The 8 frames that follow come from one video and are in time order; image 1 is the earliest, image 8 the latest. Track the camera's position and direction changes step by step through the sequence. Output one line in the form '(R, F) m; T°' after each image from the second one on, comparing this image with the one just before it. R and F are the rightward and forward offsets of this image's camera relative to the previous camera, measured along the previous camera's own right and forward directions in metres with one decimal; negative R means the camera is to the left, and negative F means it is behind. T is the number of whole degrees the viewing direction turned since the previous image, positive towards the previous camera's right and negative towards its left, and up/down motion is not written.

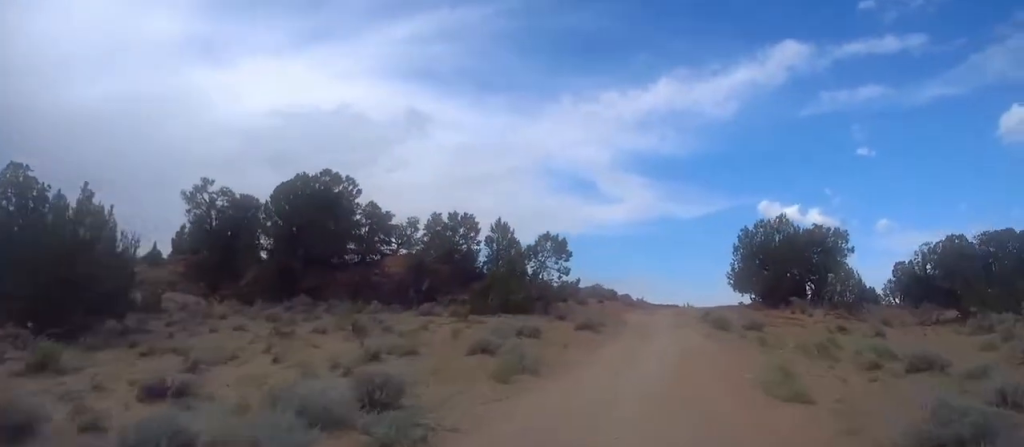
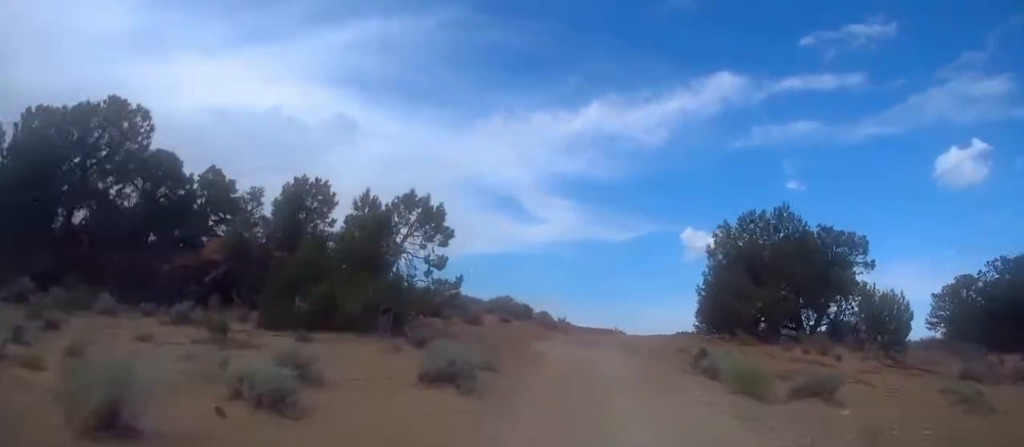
(+0.1, +16.4) m; +1°
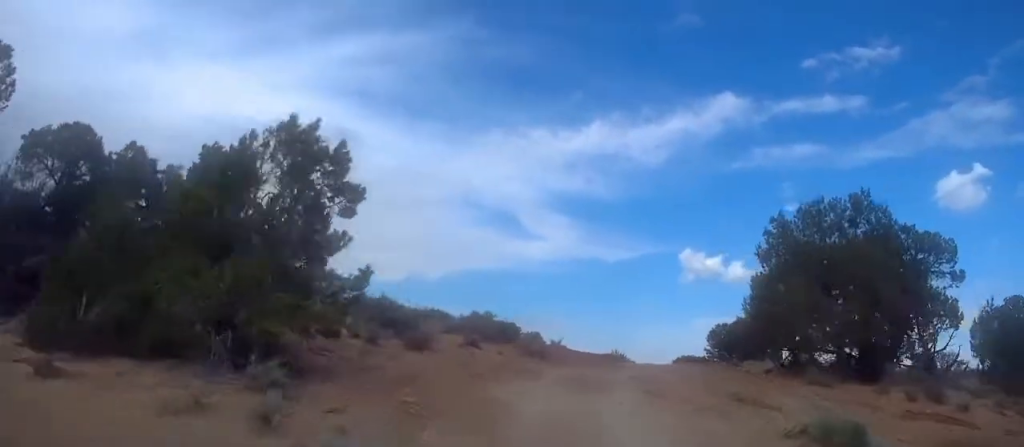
(0.0, +9.0) m; +3°
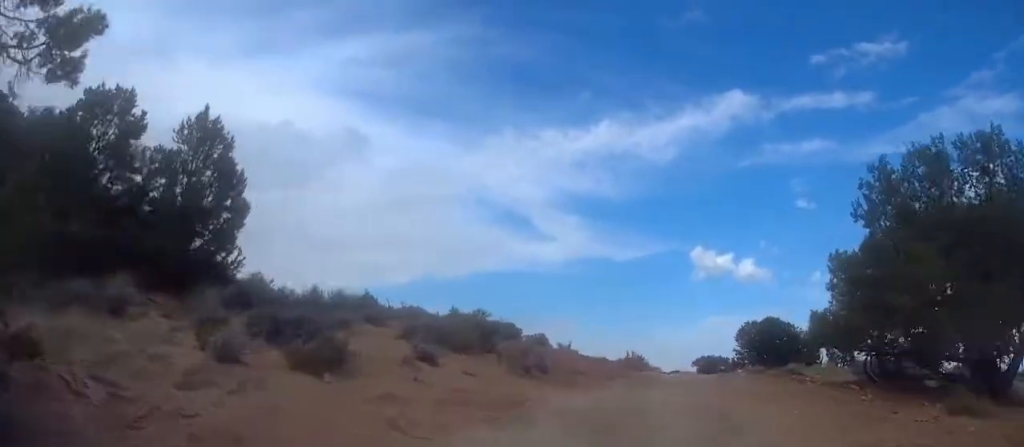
(+0.3, +7.8) m; +3°
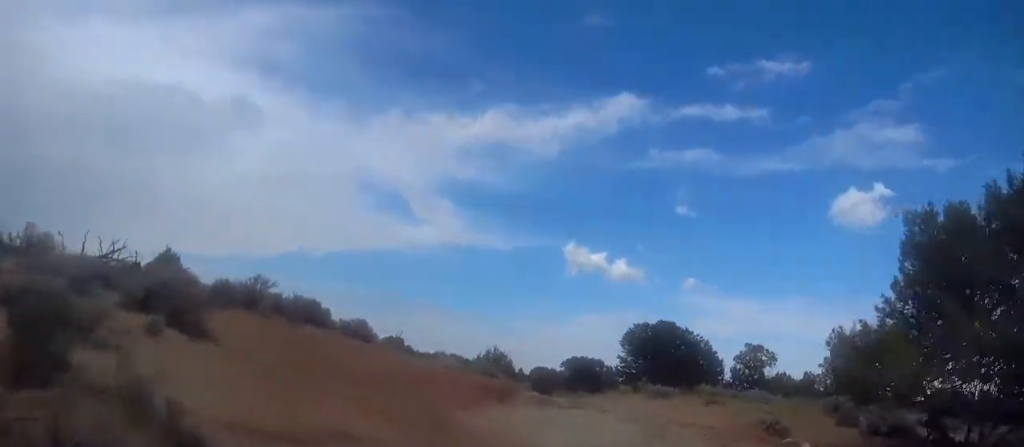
(+0.7, +13.7) m; +7°
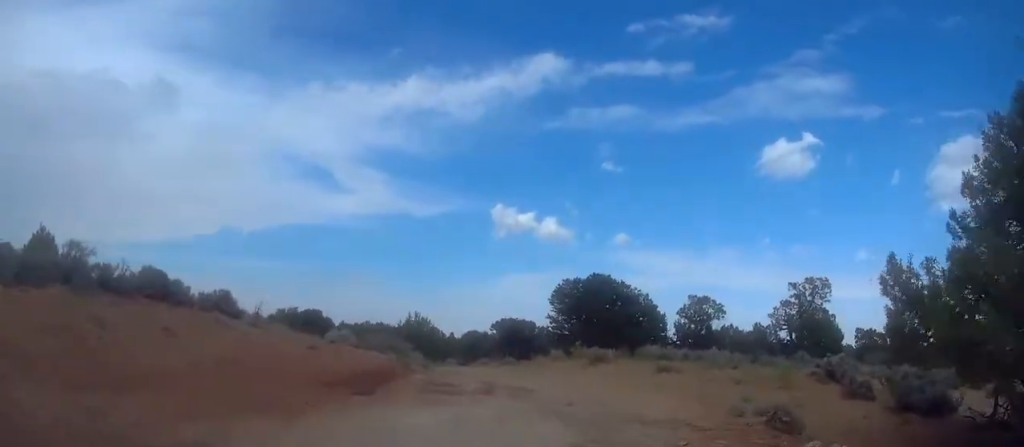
(+0.5, +7.6) m; +7°
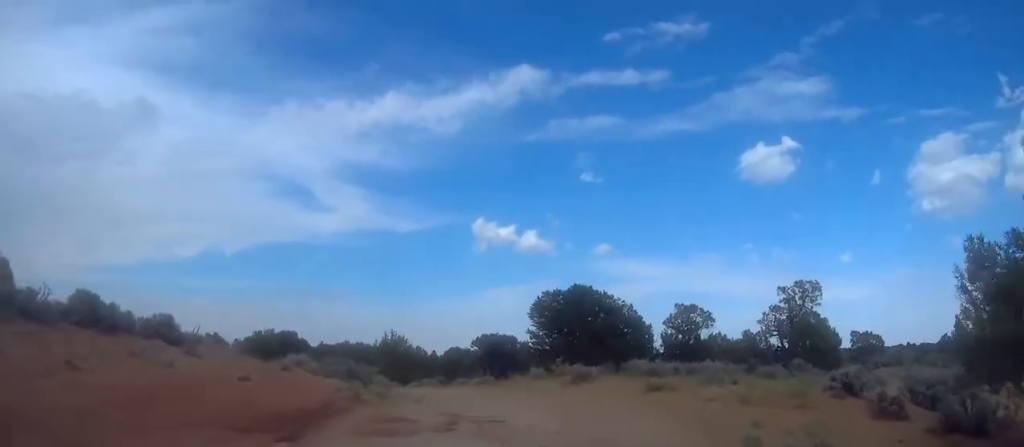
(+0.1, +3.0) m; +3°
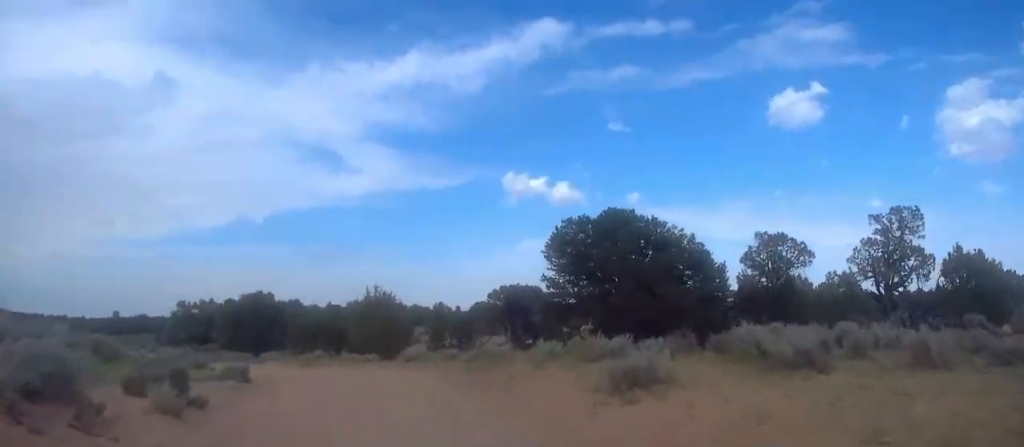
(-0.4, +15.3) m; -11°
